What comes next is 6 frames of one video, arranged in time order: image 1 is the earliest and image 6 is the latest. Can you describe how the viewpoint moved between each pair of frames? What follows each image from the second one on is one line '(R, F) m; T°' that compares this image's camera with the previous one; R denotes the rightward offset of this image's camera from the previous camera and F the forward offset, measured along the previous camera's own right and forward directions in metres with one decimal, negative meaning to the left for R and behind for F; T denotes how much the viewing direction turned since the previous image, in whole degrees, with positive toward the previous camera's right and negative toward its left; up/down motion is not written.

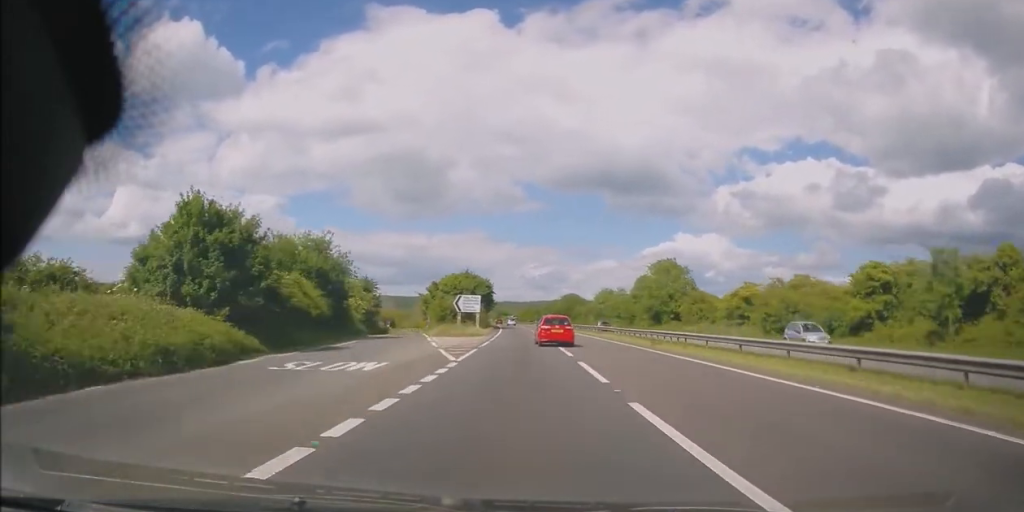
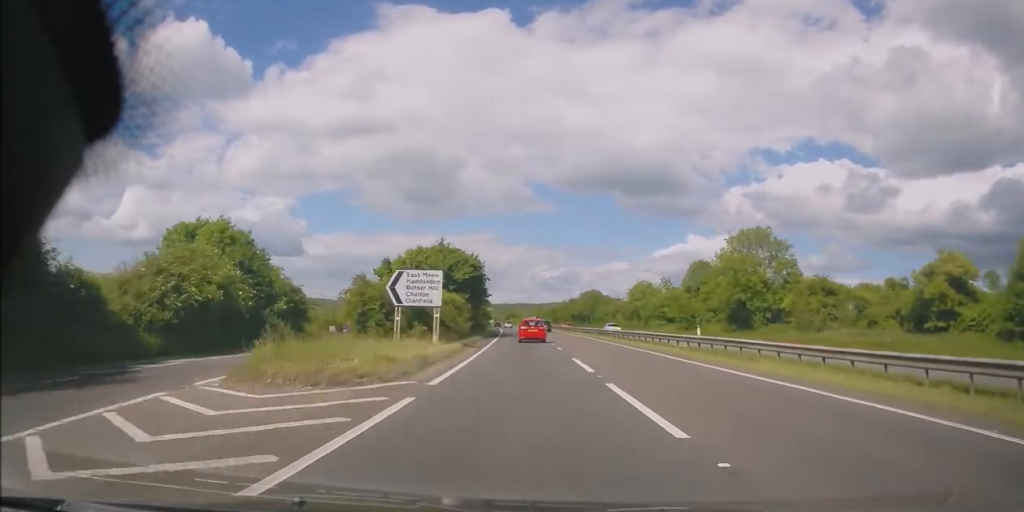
(-0.2, +32.9) m; -1°
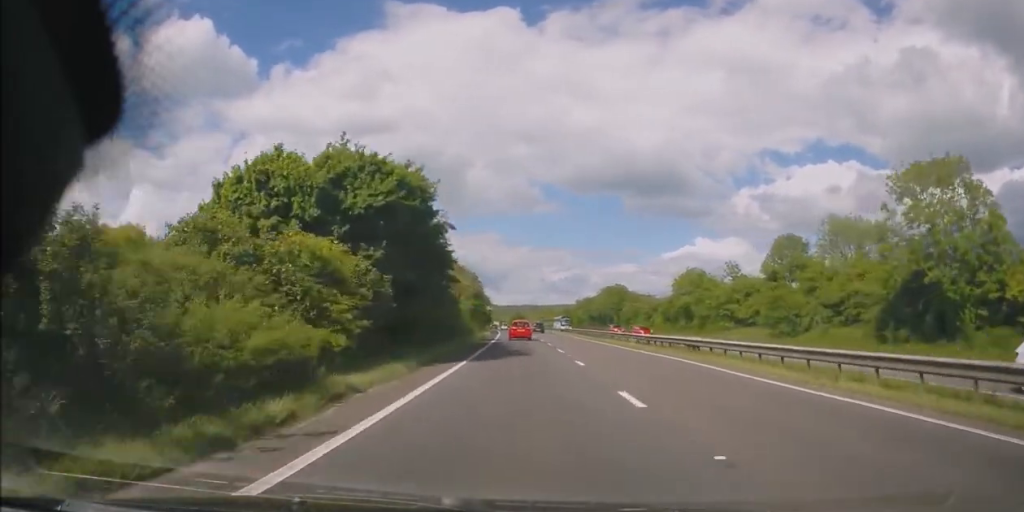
(-0.3, +28.5) m; -2°
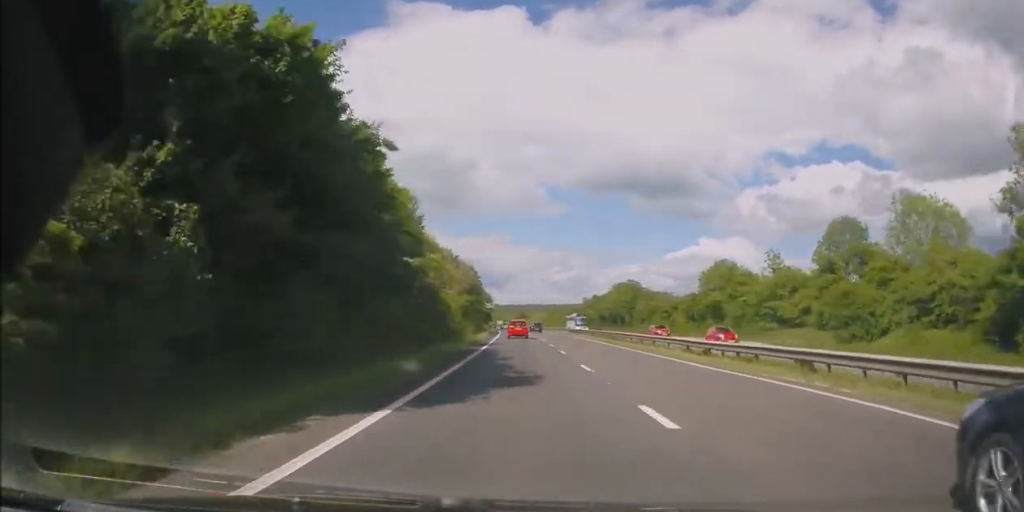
(-0.3, +11.0) m; 0°
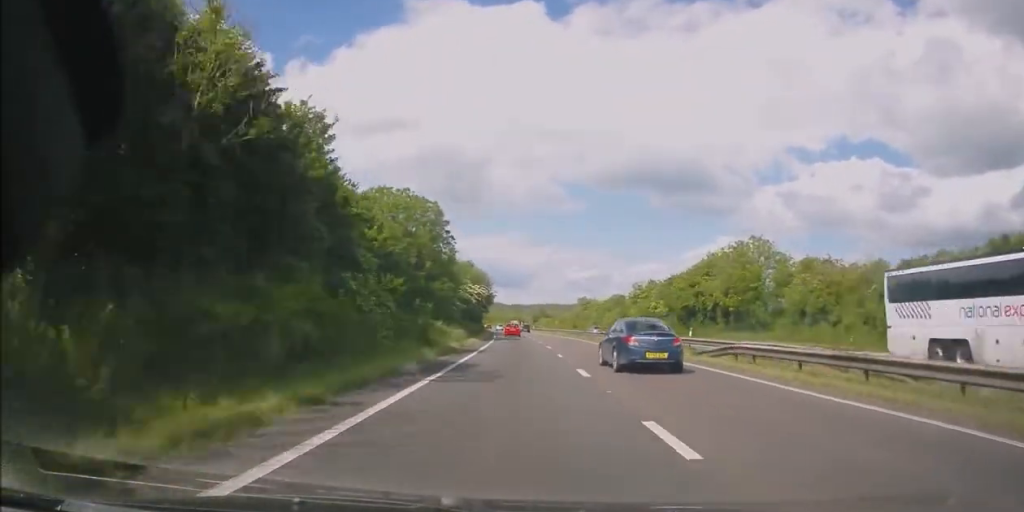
(+0.1, +56.3) m; -1°
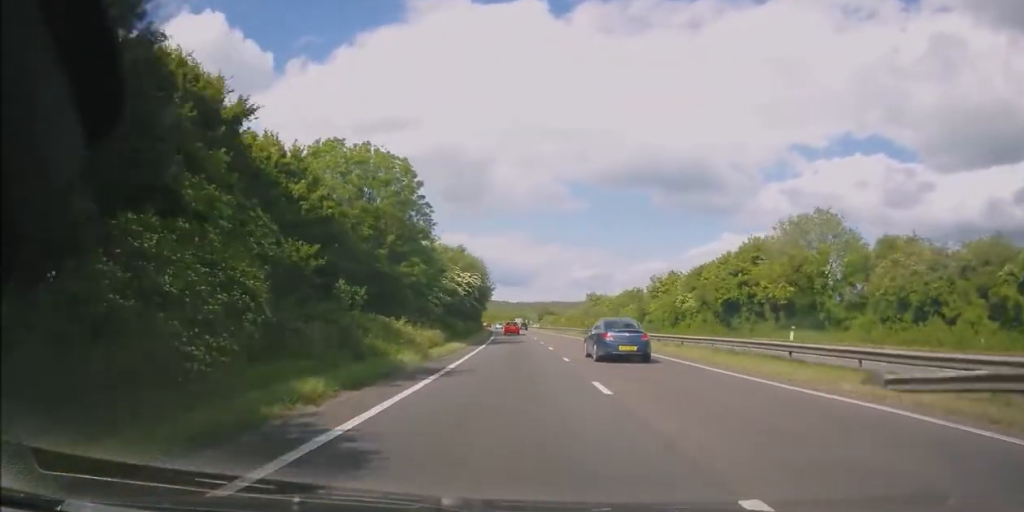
(-0.2, +12.8) m; -1°
